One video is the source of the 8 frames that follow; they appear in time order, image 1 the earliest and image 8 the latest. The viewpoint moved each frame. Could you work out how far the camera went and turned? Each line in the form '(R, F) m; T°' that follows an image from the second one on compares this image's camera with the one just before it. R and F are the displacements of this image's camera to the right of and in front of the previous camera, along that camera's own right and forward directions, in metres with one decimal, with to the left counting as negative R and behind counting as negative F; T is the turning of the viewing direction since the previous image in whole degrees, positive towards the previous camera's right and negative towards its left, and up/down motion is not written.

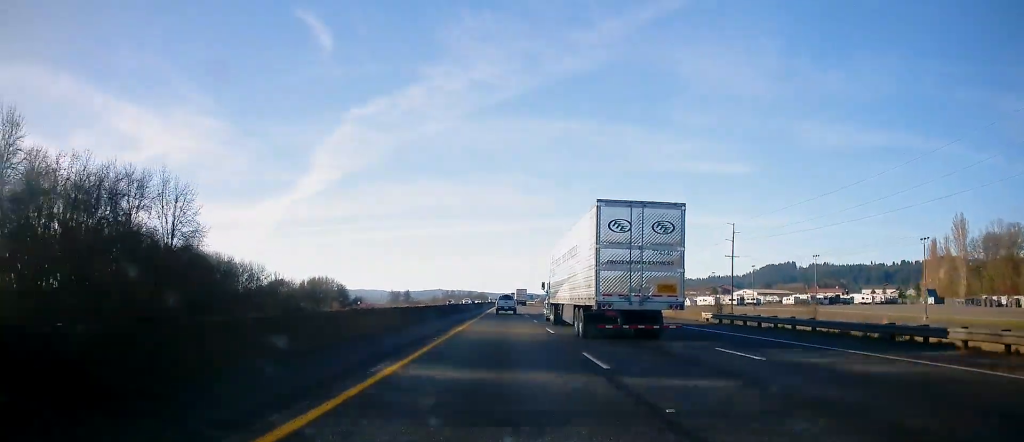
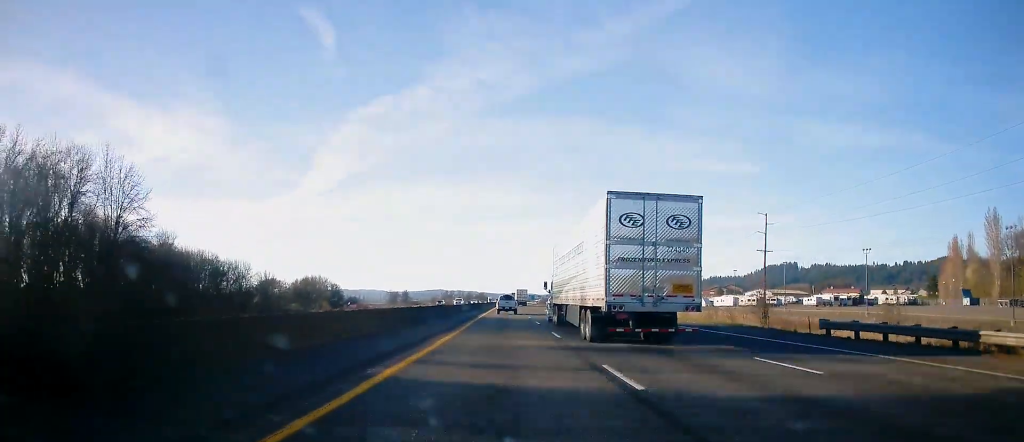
(+0.1, +14.8) m; 0°
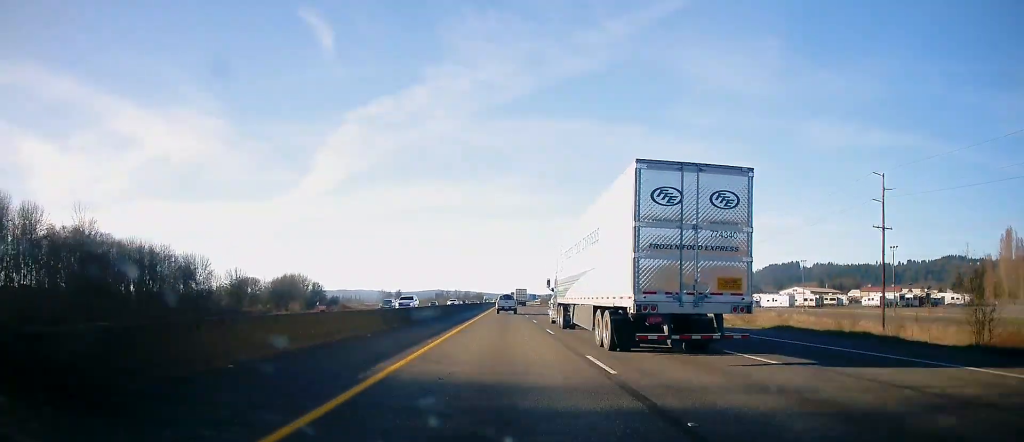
(0.0, +34.8) m; 0°
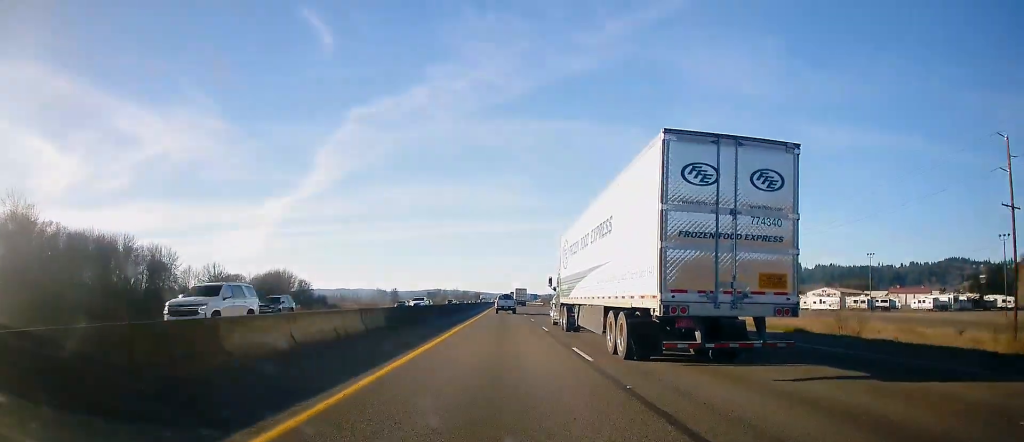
(-0.1, +22.2) m; 0°
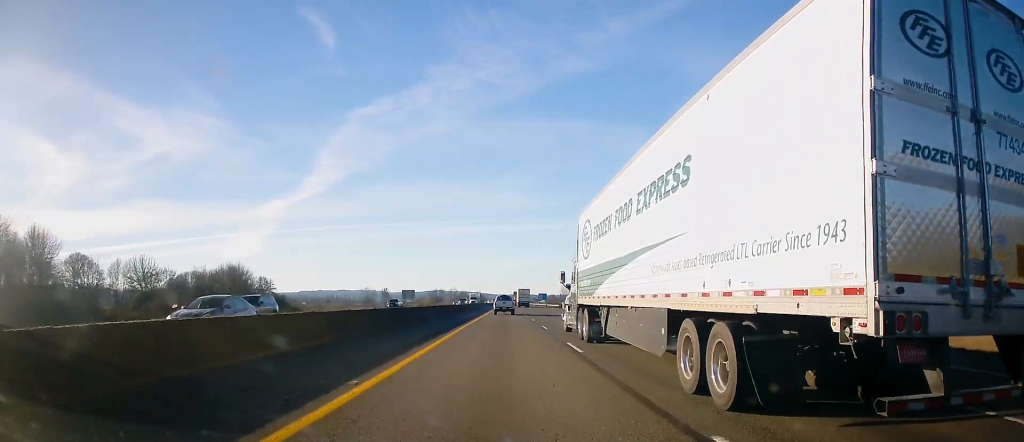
(+0.4, +59.0) m; 0°
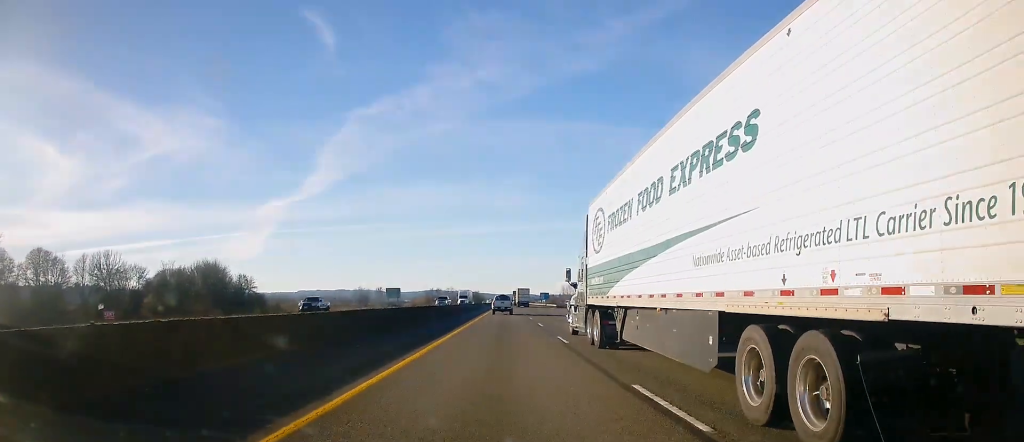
(-0.2, +21.0) m; 0°
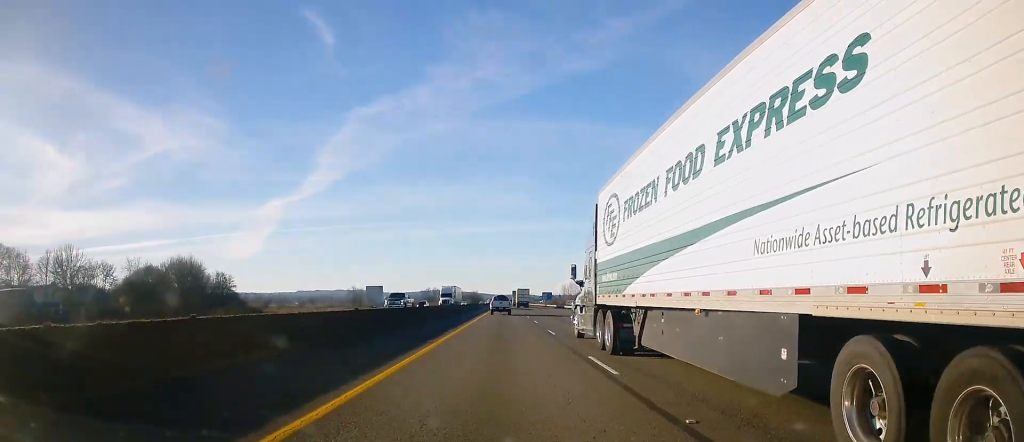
(0.0, +20.0) m; 0°
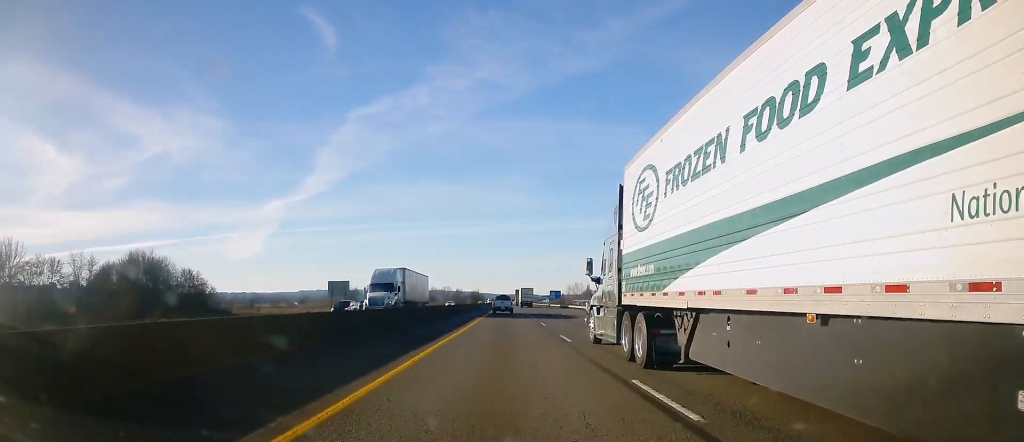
(+0.1, +28.4) m; +1°
